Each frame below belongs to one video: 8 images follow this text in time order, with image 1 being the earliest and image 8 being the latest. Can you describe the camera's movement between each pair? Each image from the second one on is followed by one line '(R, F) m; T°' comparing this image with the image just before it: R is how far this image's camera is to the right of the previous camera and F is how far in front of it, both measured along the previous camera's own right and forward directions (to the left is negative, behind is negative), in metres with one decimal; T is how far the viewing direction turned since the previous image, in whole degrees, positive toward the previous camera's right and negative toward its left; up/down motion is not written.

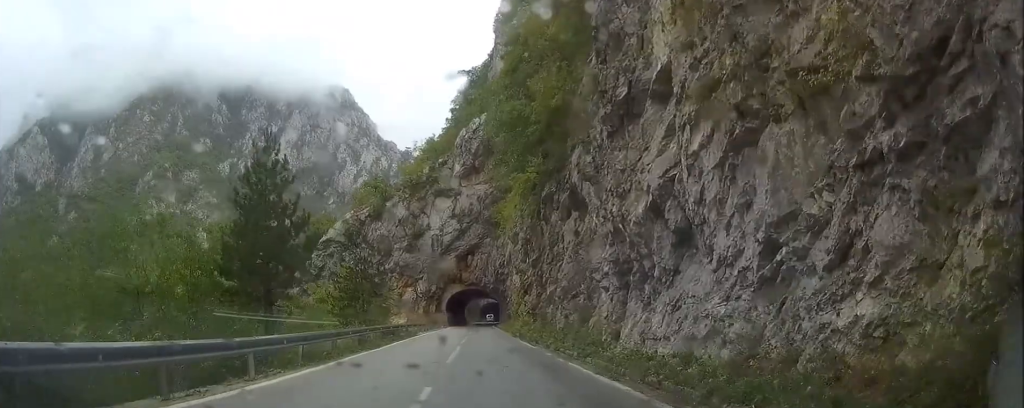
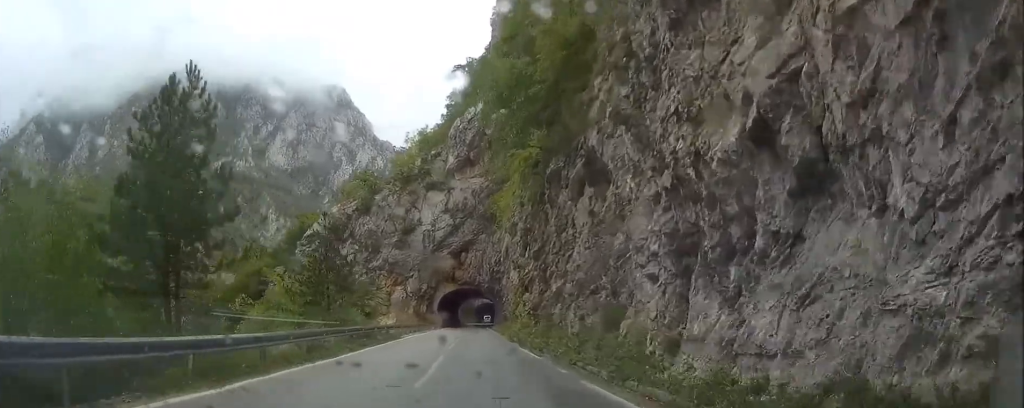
(0.0, +5.9) m; 0°
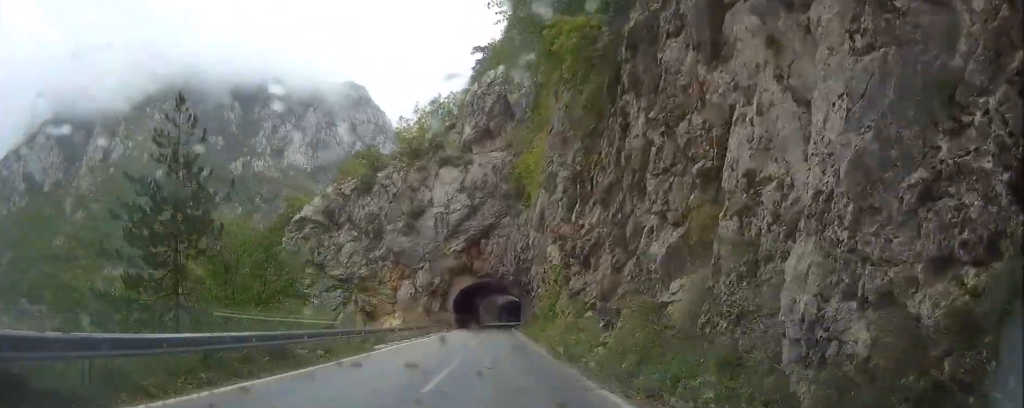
(0.0, +15.6) m; -1°
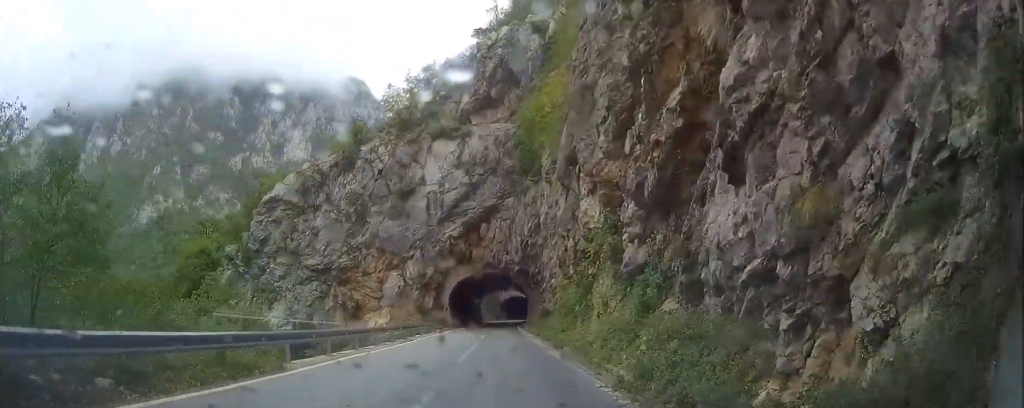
(-0.1, +12.0) m; -1°
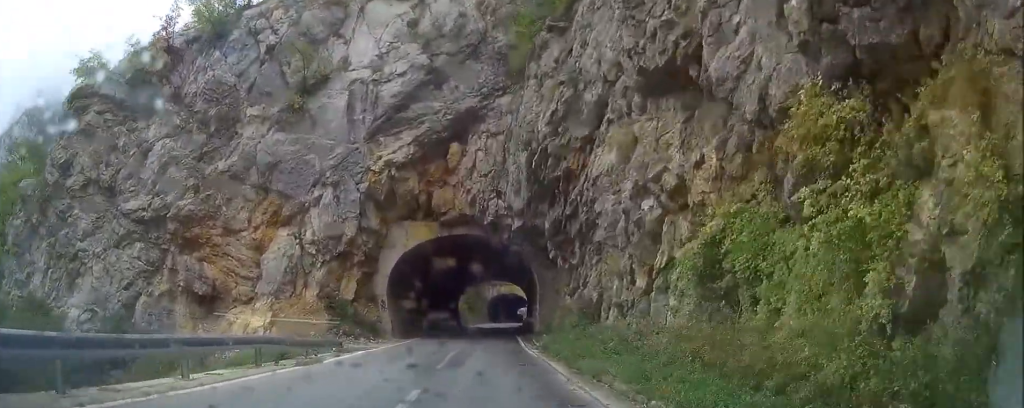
(-0.2, +32.8) m; -1°
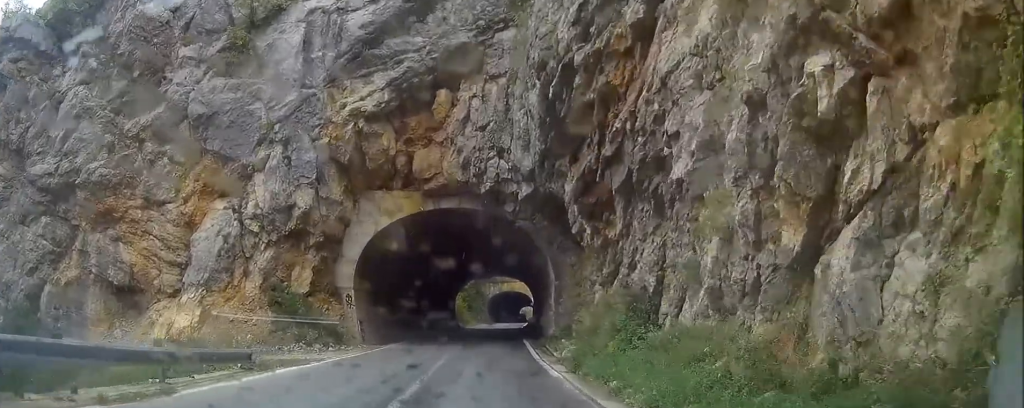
(0.0, +9.1) m; 0°
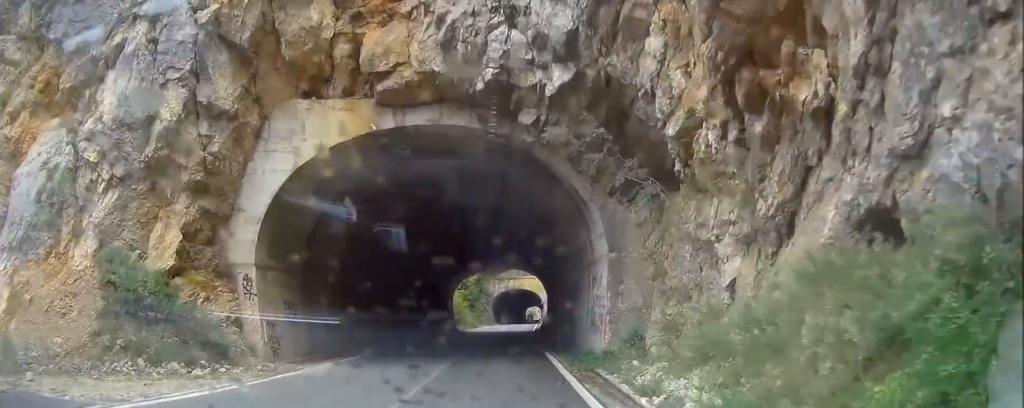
(0.0, +12.5) m; 0°
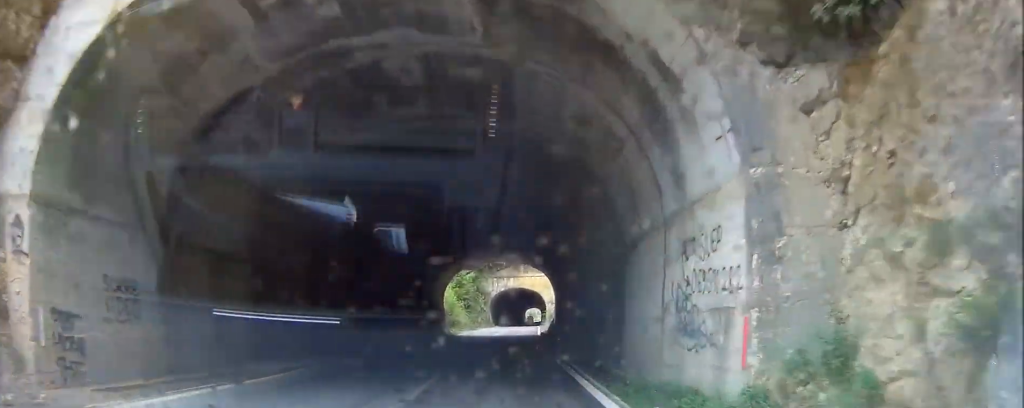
(+0.1, +9.2) m; 0°
